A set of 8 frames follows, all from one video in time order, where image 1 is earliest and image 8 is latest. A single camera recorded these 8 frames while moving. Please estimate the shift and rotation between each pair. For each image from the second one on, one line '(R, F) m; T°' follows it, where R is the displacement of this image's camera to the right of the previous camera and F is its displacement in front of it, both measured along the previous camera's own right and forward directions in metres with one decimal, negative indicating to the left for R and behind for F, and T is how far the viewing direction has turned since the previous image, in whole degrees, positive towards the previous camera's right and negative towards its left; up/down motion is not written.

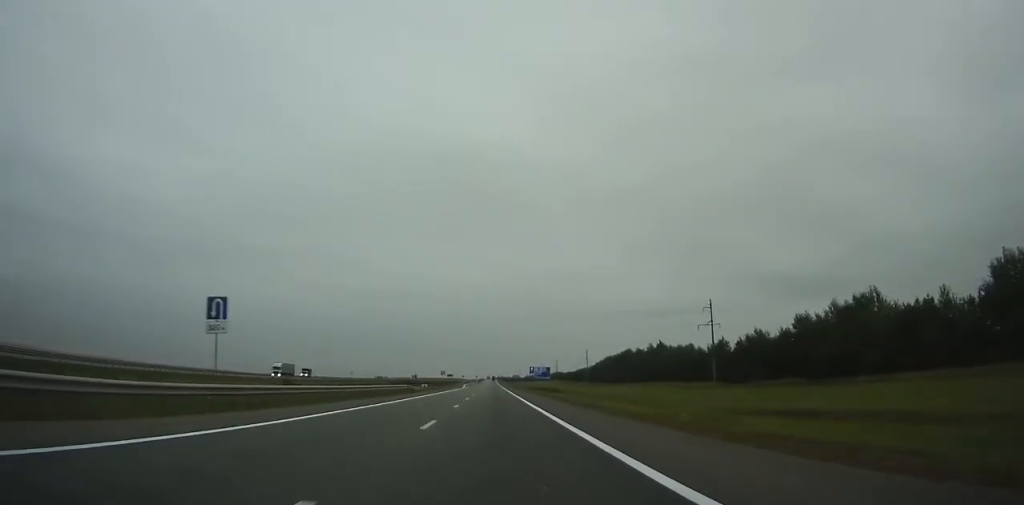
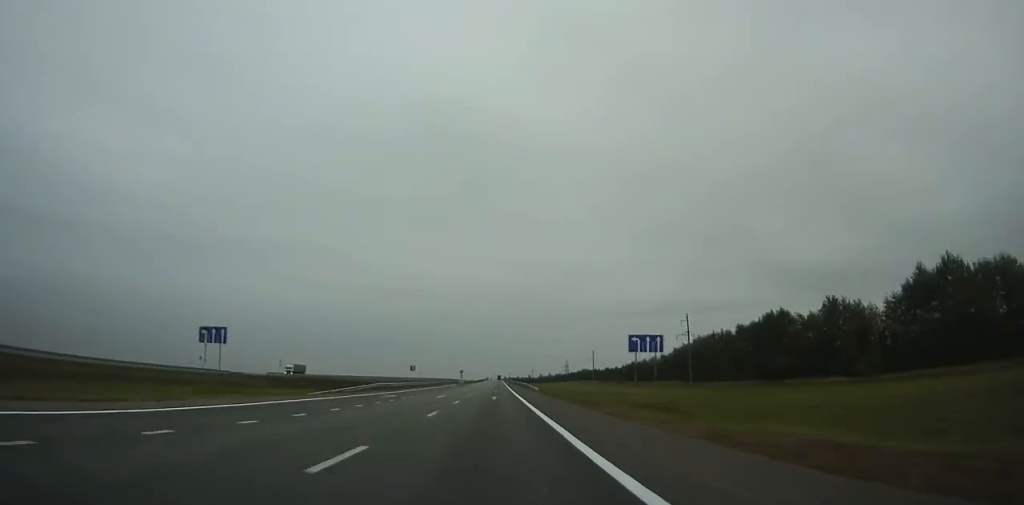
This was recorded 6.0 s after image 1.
(+0.2, +176.8) m; 0°
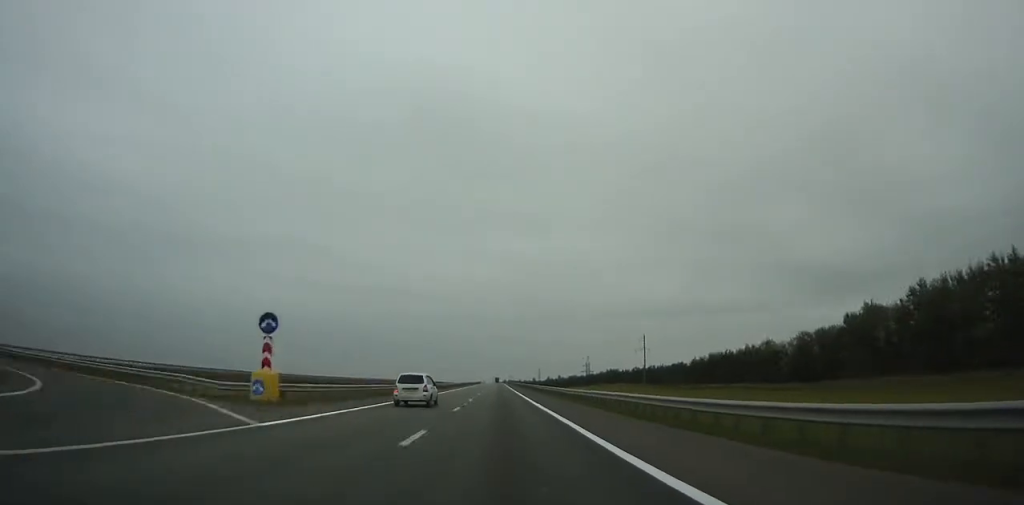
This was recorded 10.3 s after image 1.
(-0.6, +128.2) m; 0°
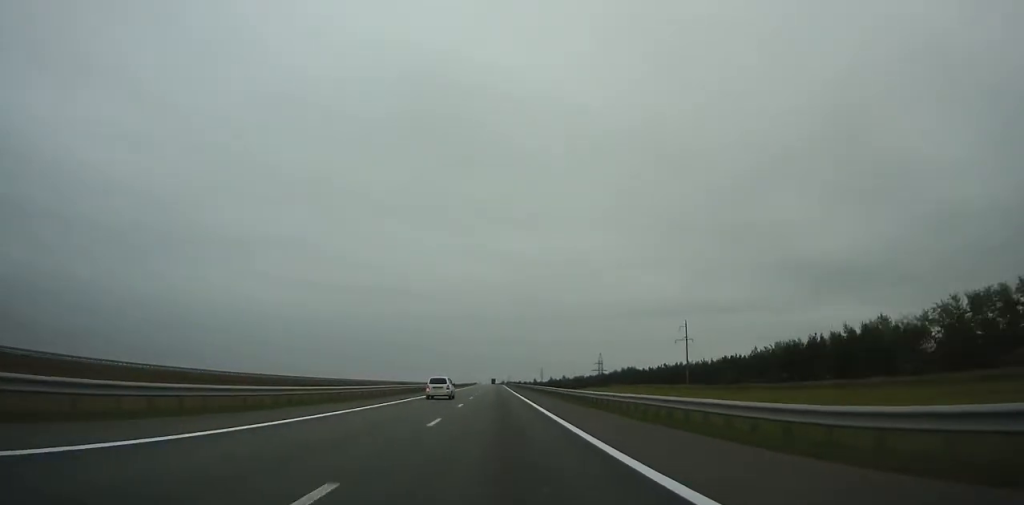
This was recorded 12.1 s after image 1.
(+0.2, +54.1) m; 0°
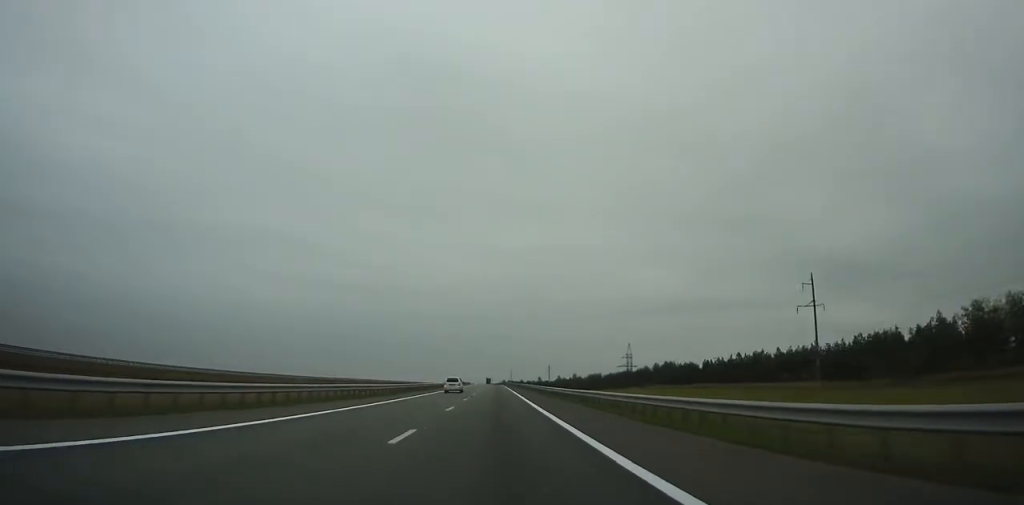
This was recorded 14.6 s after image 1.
(+0.1, +75.0) m; 0°
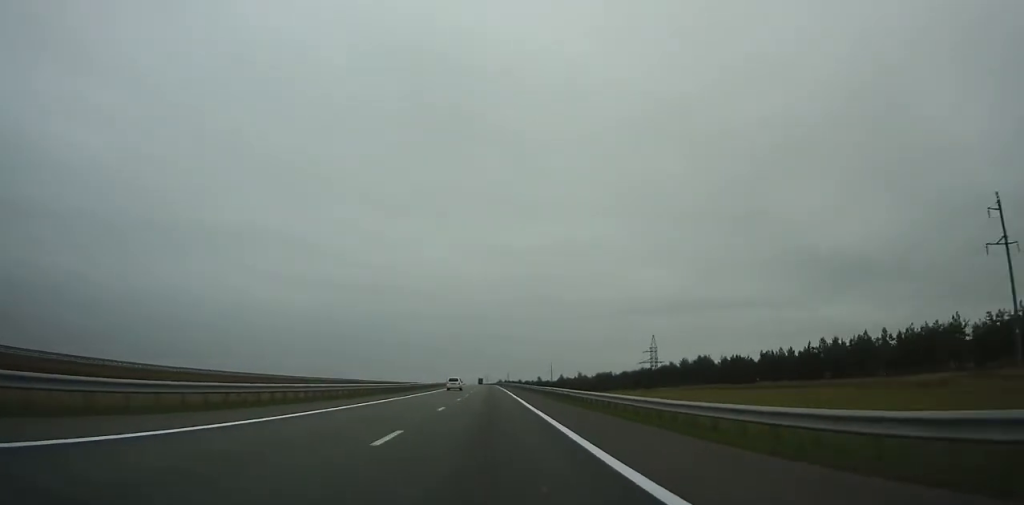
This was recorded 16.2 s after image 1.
(+0.1, +47.9) m; 0°
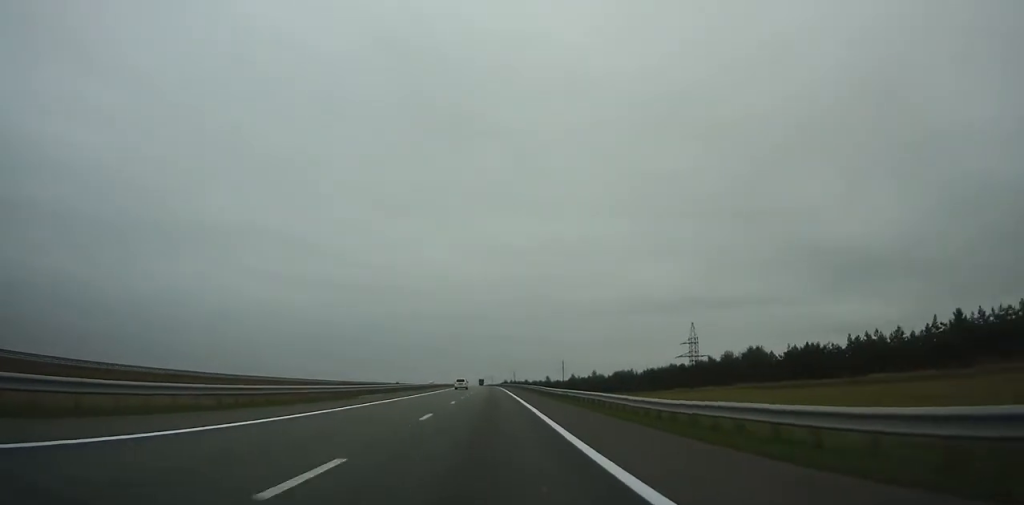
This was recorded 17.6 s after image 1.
(-0.2, +41.7) m; 0°
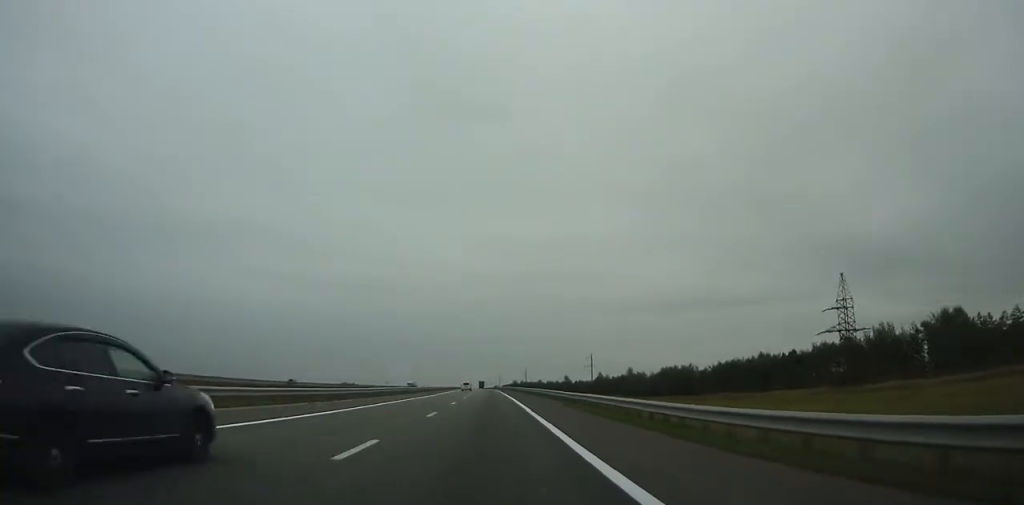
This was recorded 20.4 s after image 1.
(-0.4, +83.4) m; -1°
